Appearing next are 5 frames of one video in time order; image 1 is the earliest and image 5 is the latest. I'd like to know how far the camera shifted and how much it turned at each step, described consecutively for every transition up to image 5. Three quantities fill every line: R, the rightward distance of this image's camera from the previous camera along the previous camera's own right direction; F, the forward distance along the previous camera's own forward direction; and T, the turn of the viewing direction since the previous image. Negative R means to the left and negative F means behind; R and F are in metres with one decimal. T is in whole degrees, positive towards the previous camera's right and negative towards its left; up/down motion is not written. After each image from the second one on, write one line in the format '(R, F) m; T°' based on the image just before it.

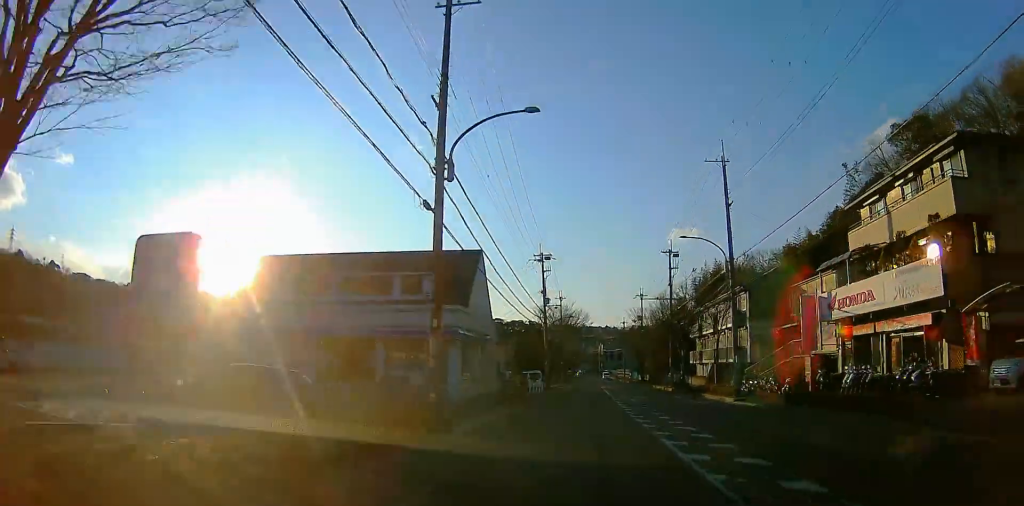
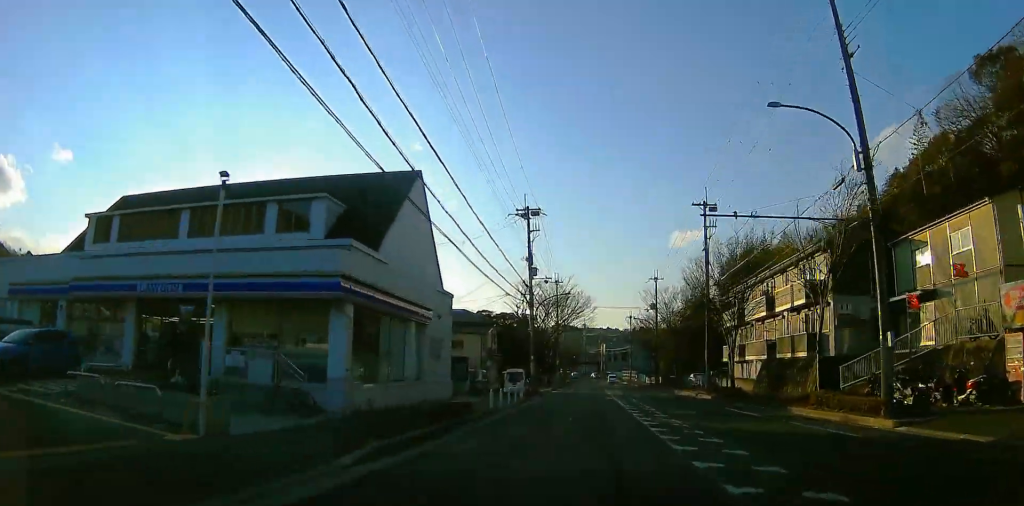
(0.0, +17.3) m; 0°
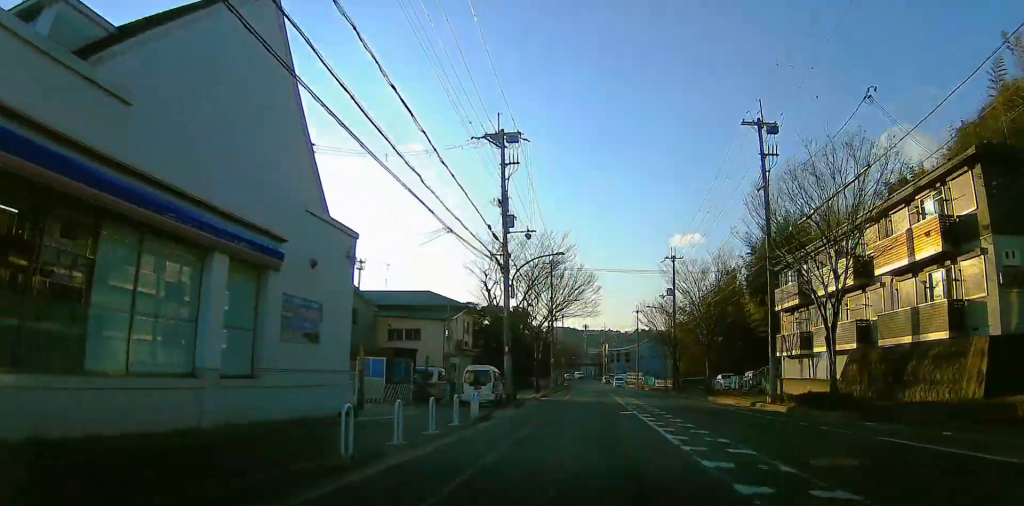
(0.0, +14.5) m; 0°
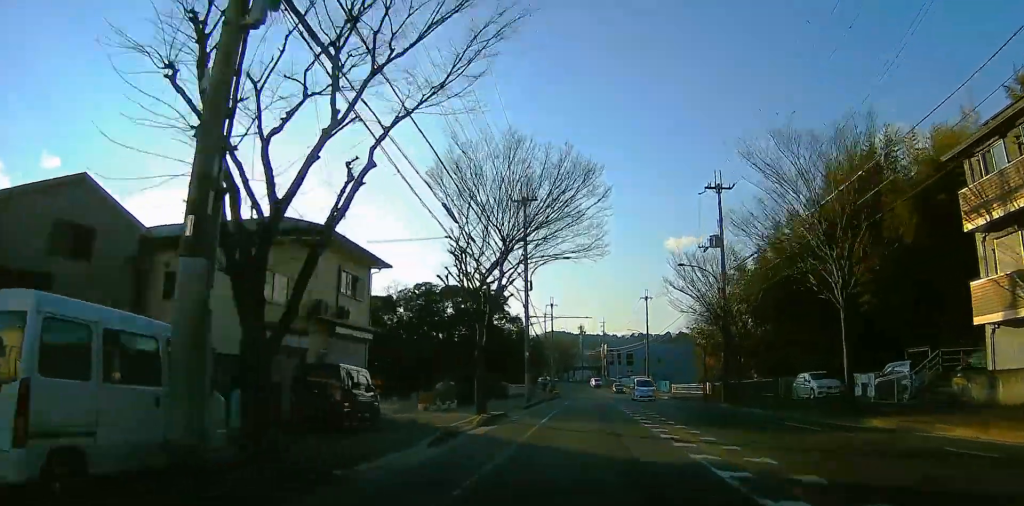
(0.0, +23.4) m; 0°
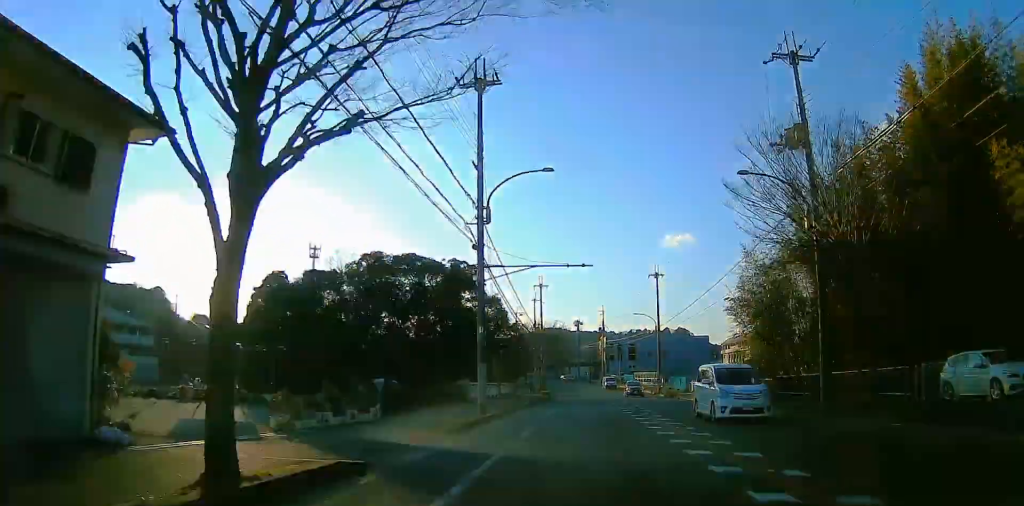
(0.0, +16.1) m; 0°
